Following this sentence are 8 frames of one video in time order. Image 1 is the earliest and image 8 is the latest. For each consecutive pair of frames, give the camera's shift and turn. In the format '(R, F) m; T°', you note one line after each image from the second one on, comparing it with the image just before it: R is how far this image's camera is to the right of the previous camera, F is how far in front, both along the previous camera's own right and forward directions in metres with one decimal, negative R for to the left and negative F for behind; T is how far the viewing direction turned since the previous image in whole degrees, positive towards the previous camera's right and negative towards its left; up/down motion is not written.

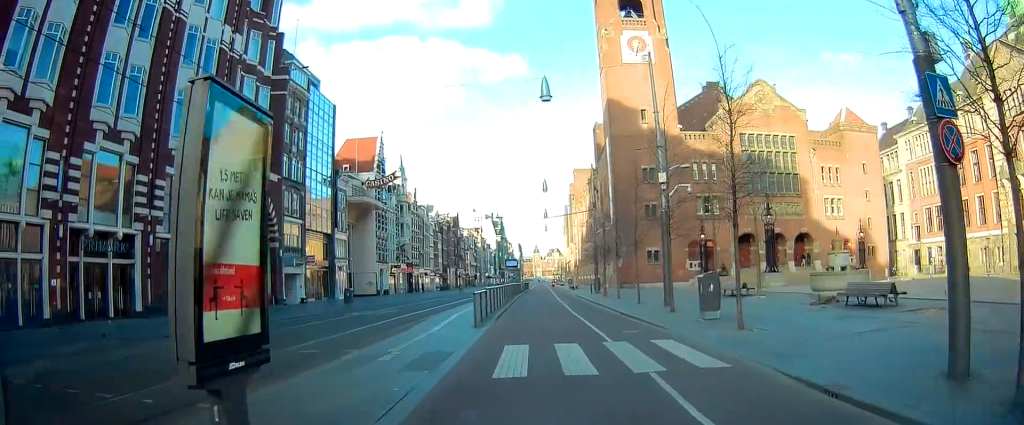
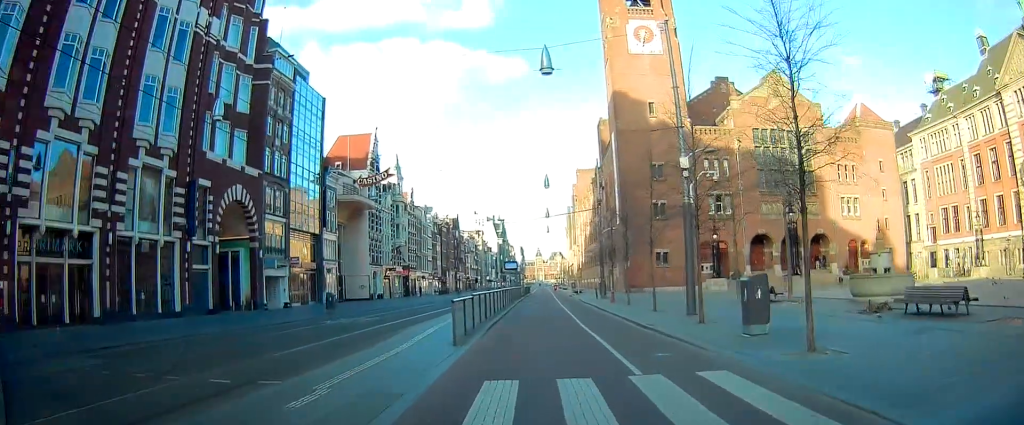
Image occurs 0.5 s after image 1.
(-0.1, +4.1) m; -1°
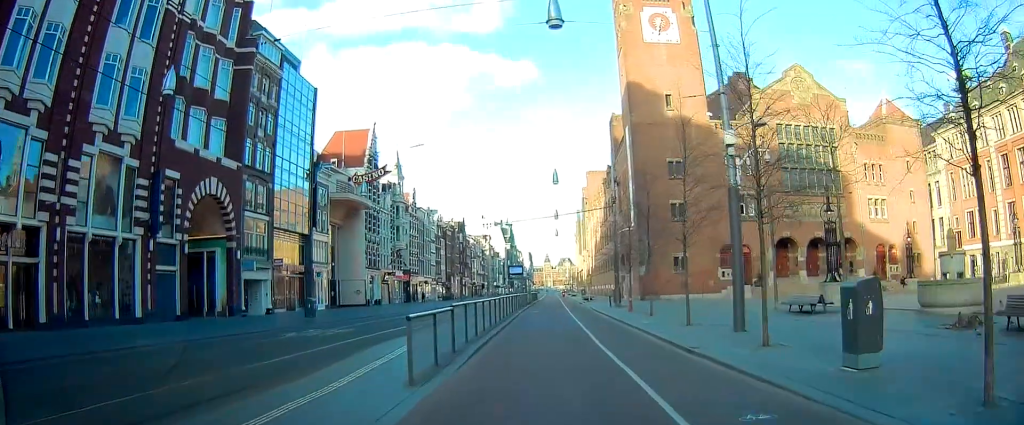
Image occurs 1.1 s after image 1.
(0.0, +4.7) m; -1°
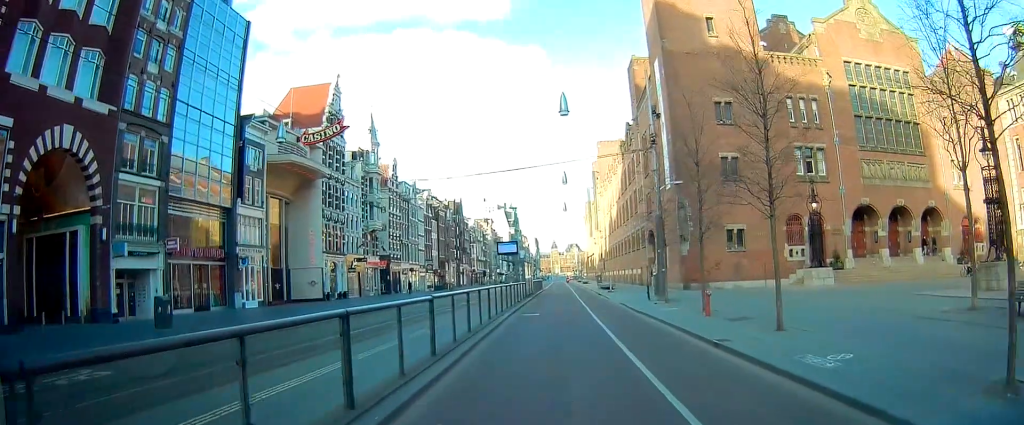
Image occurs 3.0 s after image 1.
(-0.1, +14.8) m; -1°
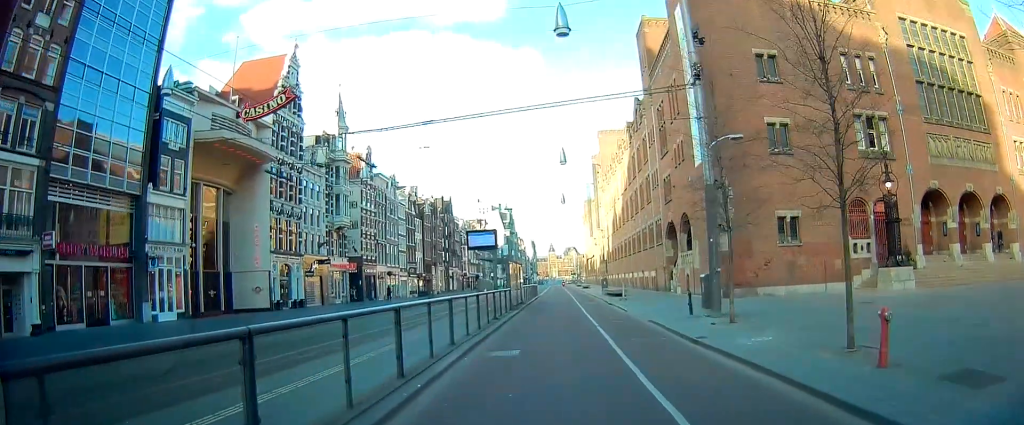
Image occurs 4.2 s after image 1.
(-0.1, +10.4) m; 0°
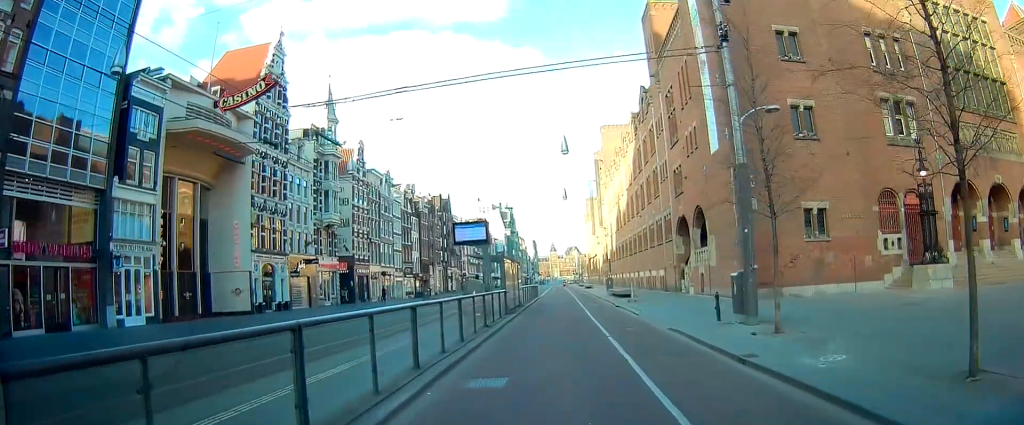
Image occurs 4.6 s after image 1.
(+0.1, +3.4) m; 0°
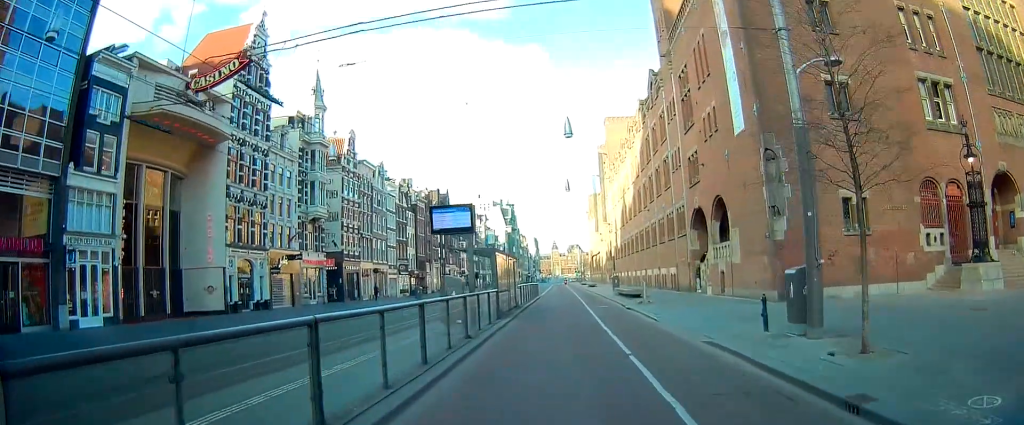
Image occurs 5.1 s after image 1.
(0.0, +4.0) m; -1°
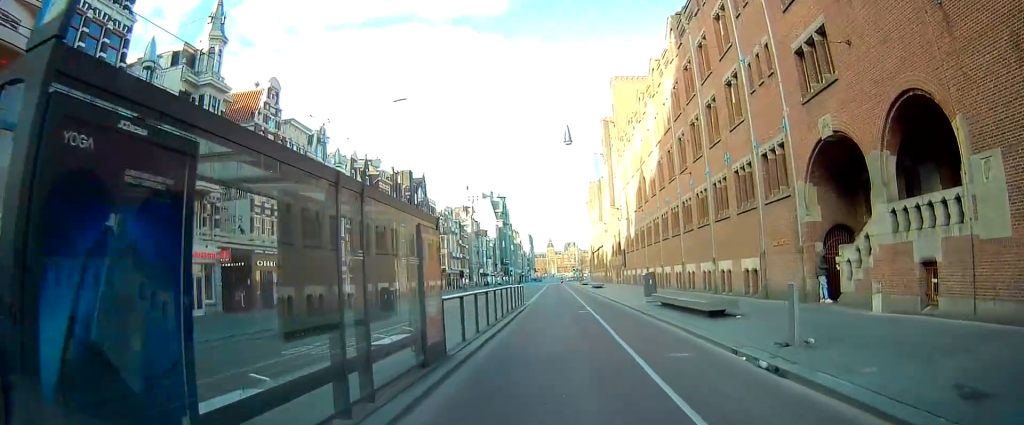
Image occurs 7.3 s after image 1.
(-0.3, +18.1) m; -1°
